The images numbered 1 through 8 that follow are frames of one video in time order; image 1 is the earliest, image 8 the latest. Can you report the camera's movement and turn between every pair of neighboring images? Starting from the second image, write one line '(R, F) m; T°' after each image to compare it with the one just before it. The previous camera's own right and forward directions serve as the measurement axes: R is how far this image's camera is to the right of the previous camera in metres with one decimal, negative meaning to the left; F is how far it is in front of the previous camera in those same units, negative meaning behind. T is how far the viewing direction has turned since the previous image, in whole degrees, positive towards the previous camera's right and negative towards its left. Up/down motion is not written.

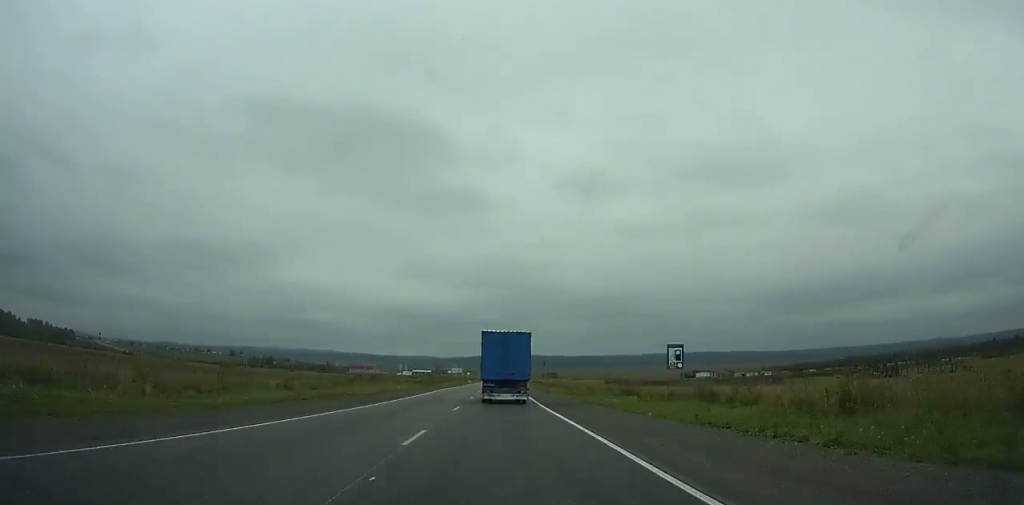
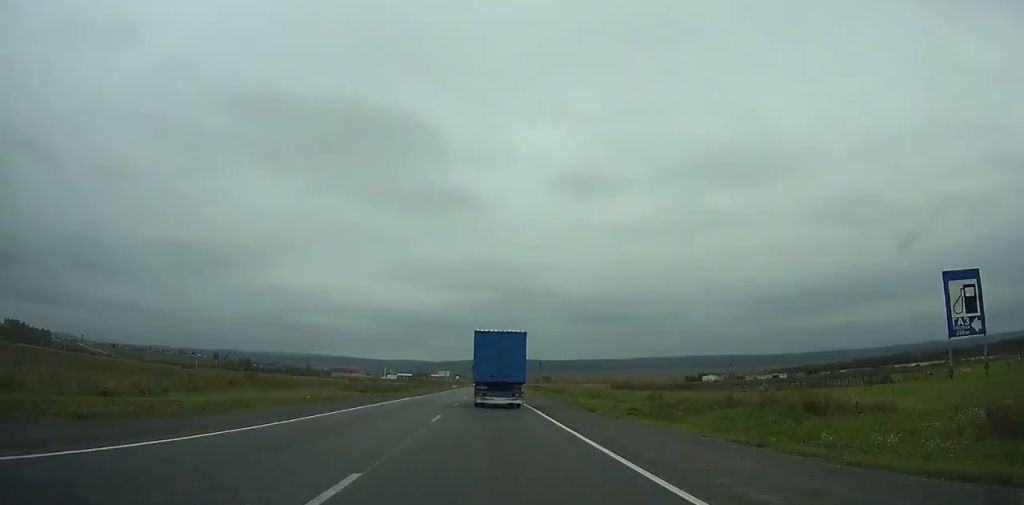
(0.0, +31.4) m; 0°
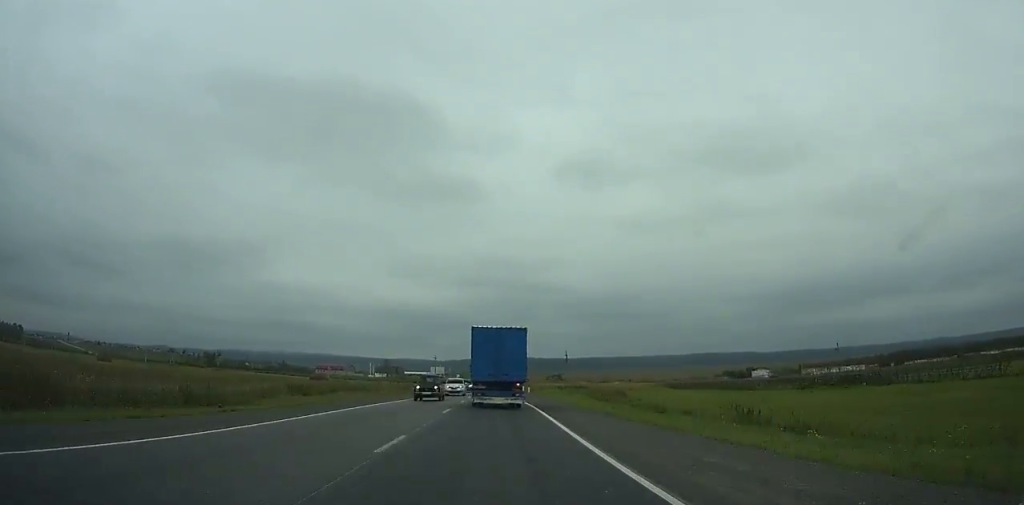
(0.0, +69.1) m; 0°
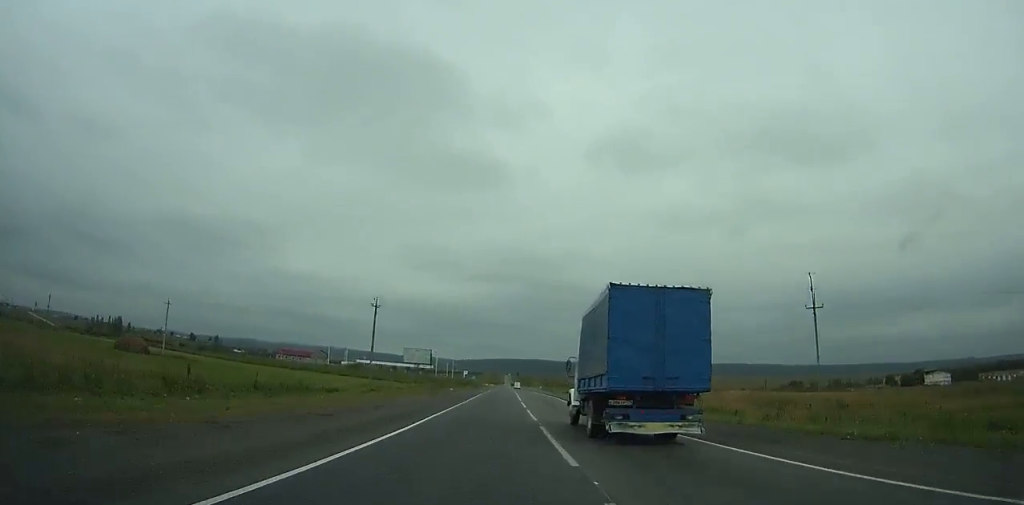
(-3.1, +122.2) m; -2°
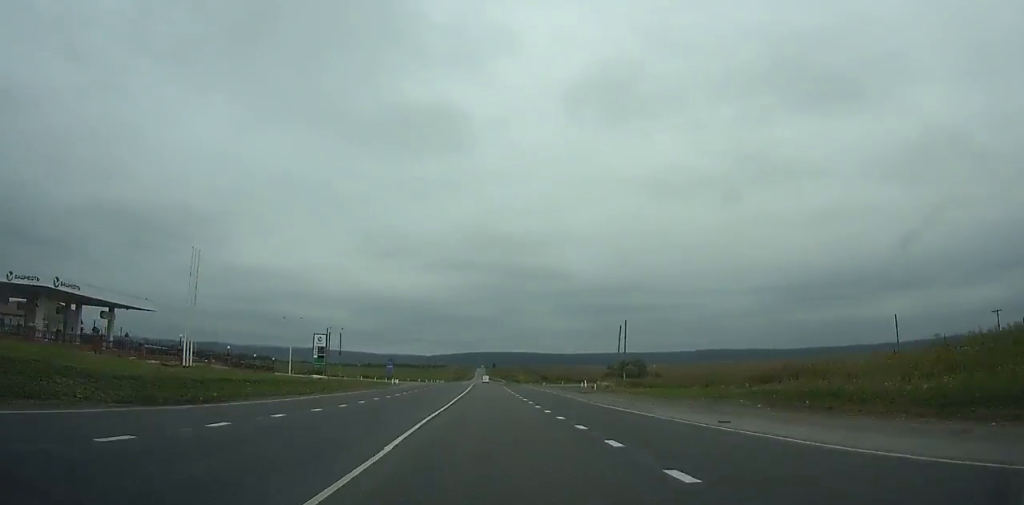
(+5.0, +191.2) m; +4°
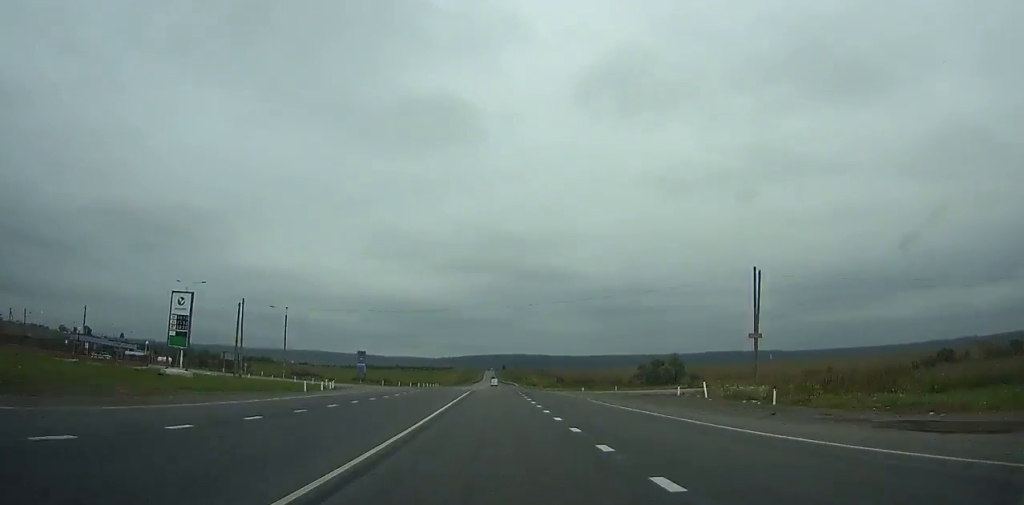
(-0.6, +40.9) m; +1°
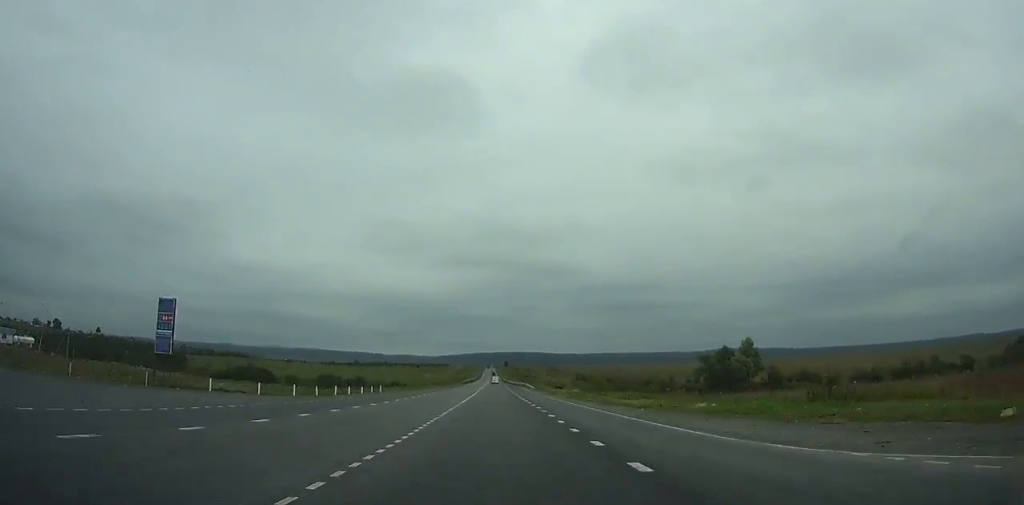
(+2.6, +67.8) m; -2°
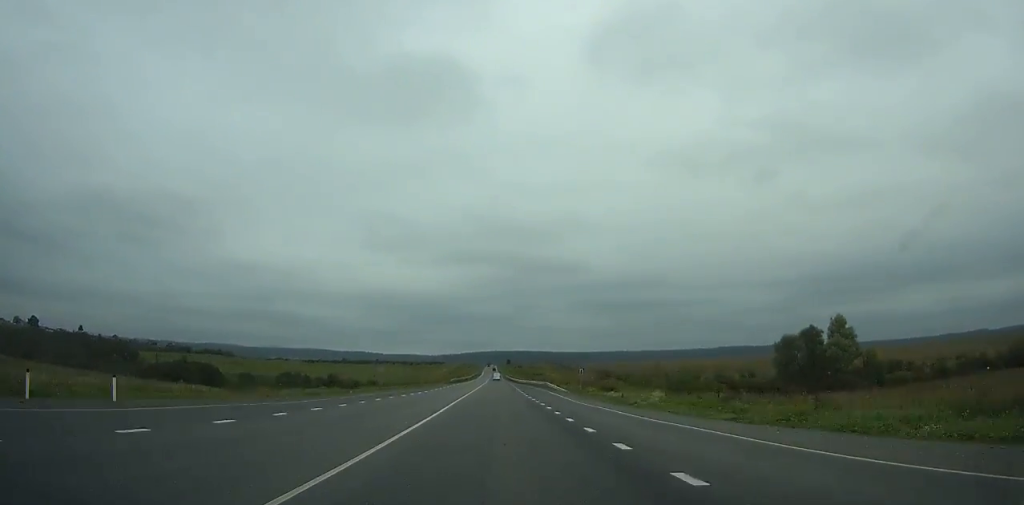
(-1.1, +44.2) m; -2°
